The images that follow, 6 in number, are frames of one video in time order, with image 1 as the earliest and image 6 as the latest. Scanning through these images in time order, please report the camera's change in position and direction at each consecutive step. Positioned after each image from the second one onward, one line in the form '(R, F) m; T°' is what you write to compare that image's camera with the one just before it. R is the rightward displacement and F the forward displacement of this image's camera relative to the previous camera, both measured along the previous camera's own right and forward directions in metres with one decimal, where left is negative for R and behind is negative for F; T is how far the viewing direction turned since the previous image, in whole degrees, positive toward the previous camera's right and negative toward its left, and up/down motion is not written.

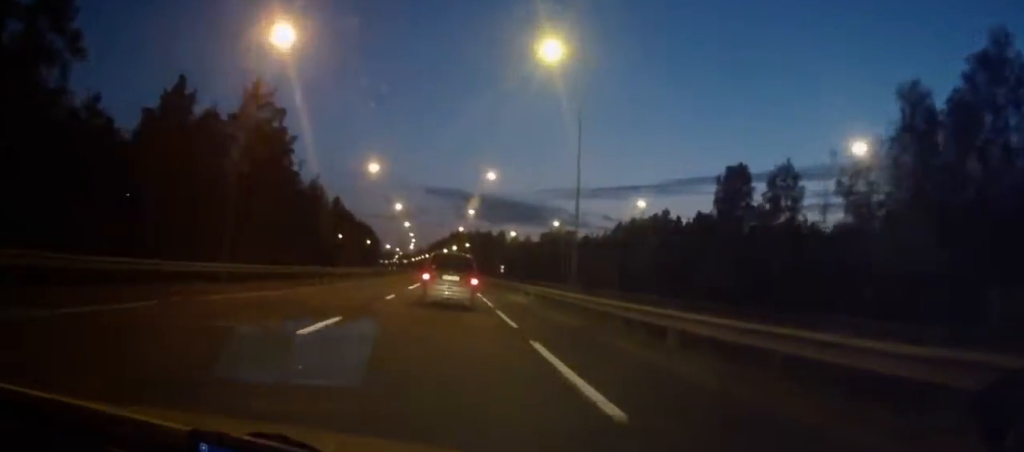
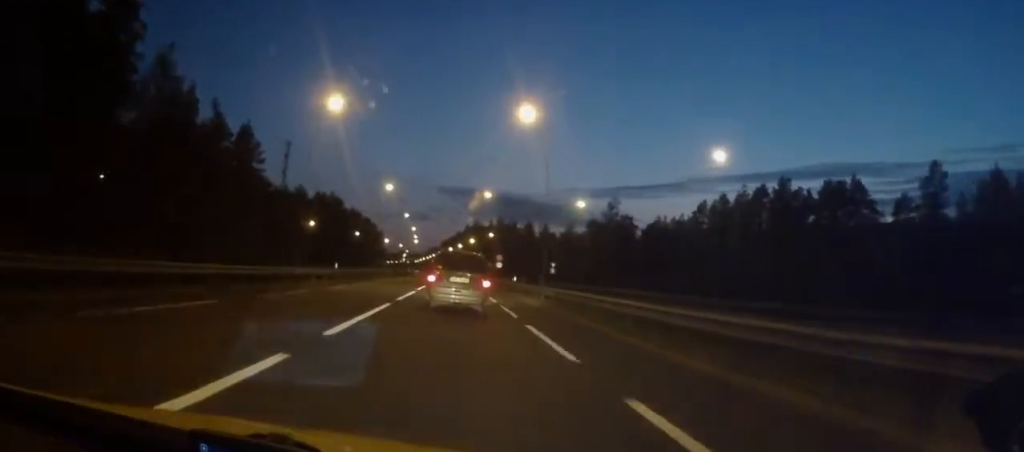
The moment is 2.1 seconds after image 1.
(-2.0, +58.0) m; -2°
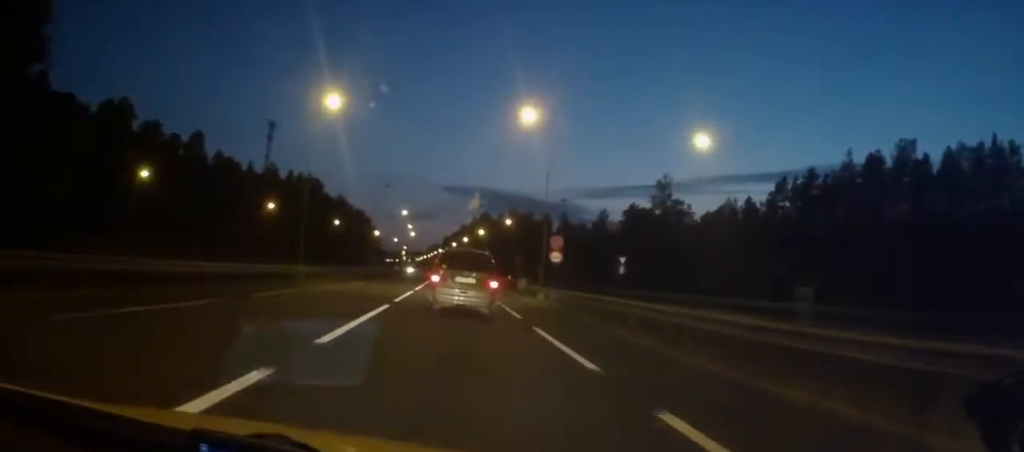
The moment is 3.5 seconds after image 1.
(+0.2, +36.4) m; 0°
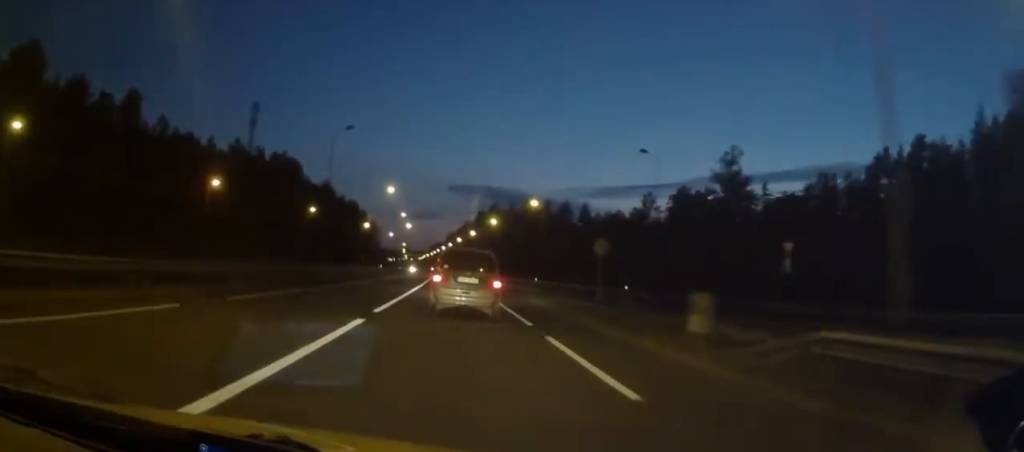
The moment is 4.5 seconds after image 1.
(-0.1, +29.0) m; 0°
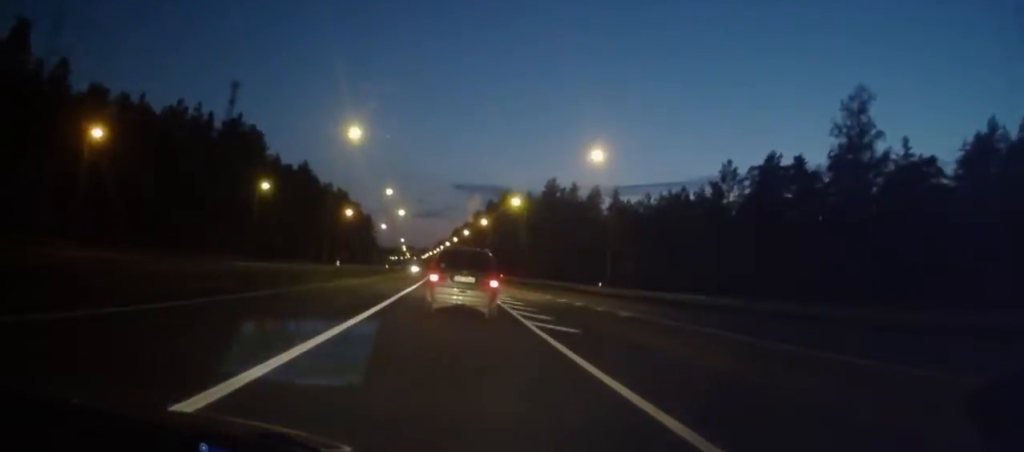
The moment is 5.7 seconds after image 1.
(-0.2, +32.4) m; -1°
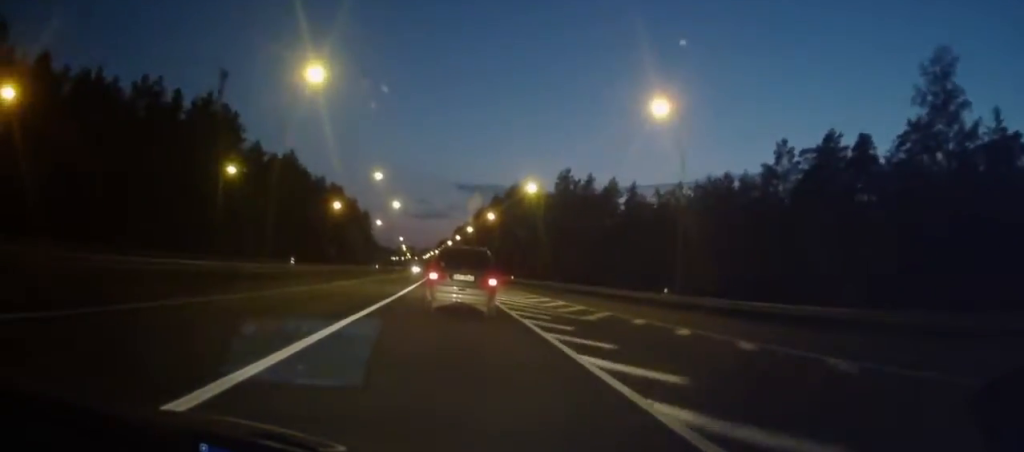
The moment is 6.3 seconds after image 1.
(-0.1, +14.4) m; -1°
